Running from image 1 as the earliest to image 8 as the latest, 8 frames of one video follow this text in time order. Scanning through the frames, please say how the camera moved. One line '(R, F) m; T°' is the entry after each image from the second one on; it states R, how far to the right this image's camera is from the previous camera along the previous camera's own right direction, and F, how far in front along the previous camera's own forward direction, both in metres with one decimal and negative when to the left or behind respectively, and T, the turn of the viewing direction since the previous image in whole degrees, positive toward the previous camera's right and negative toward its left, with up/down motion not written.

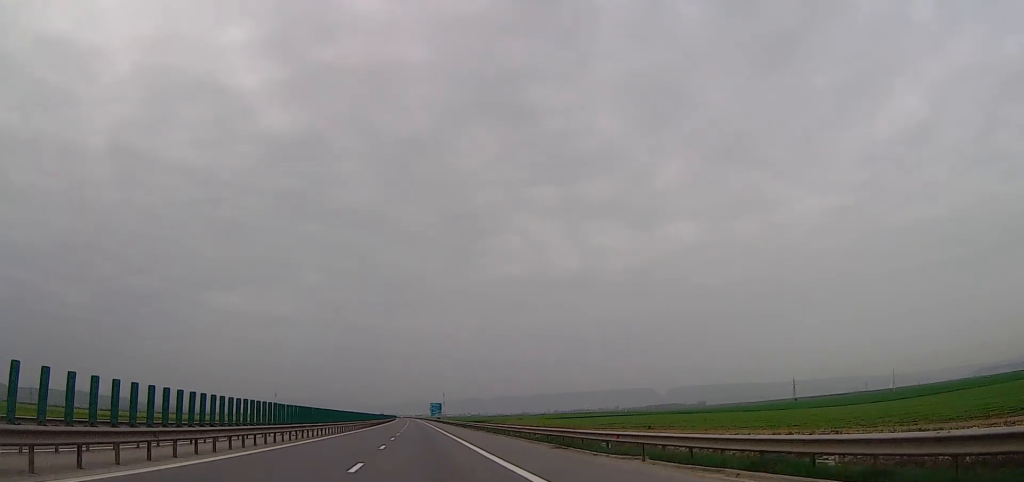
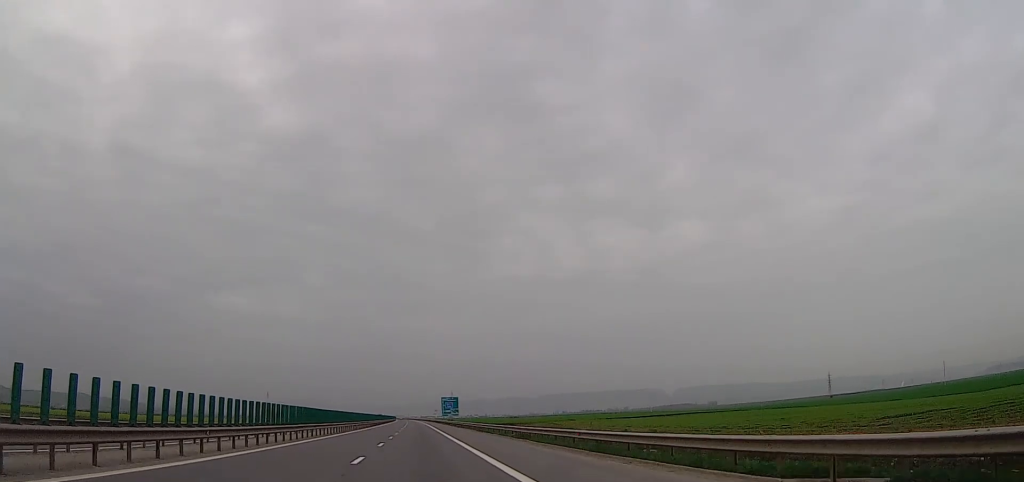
(+0.3, +80.6) m; 0°
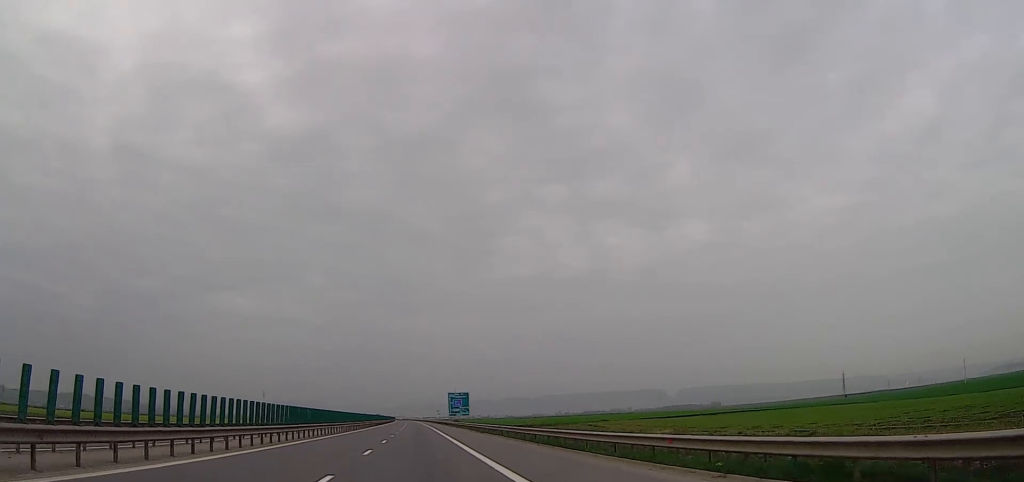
(0.0, +30.1) m; -1°
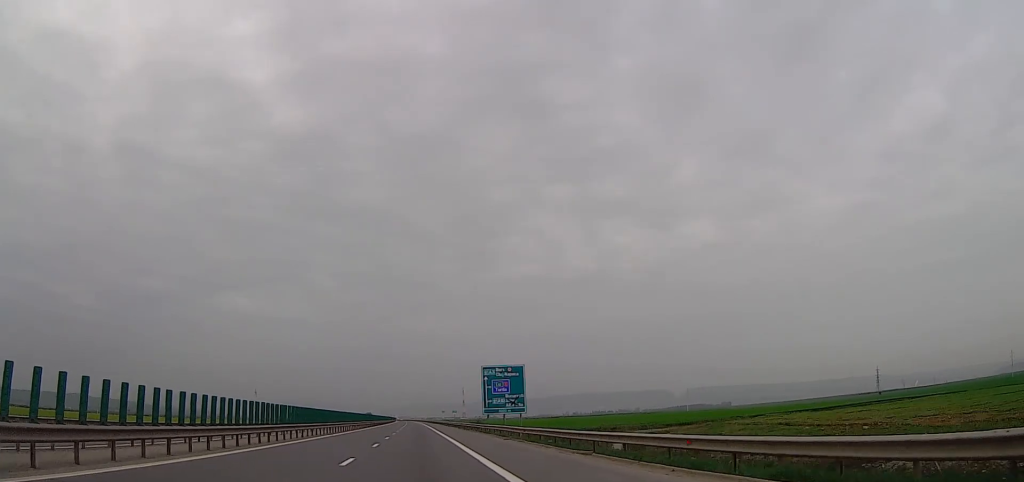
(-1.0, +65.3) m; -1°
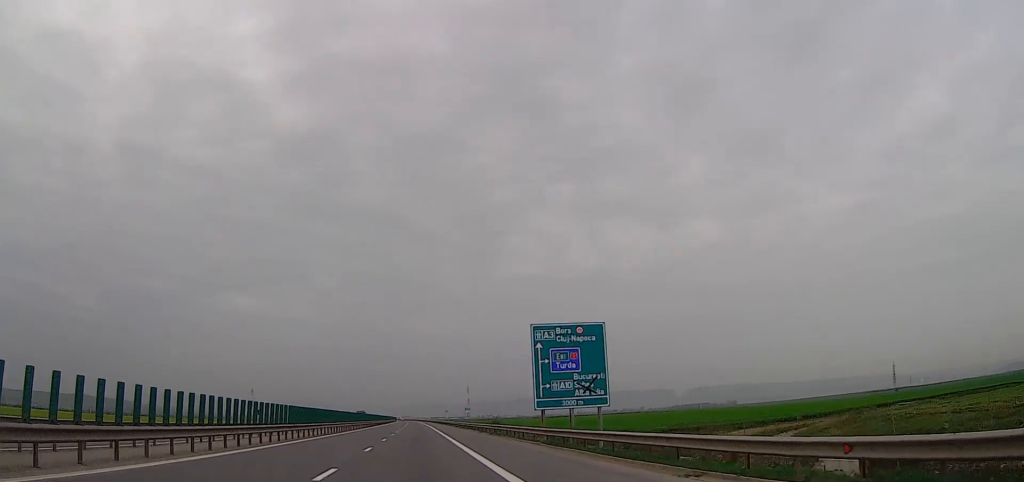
(0.0, +27.9) m; 0°
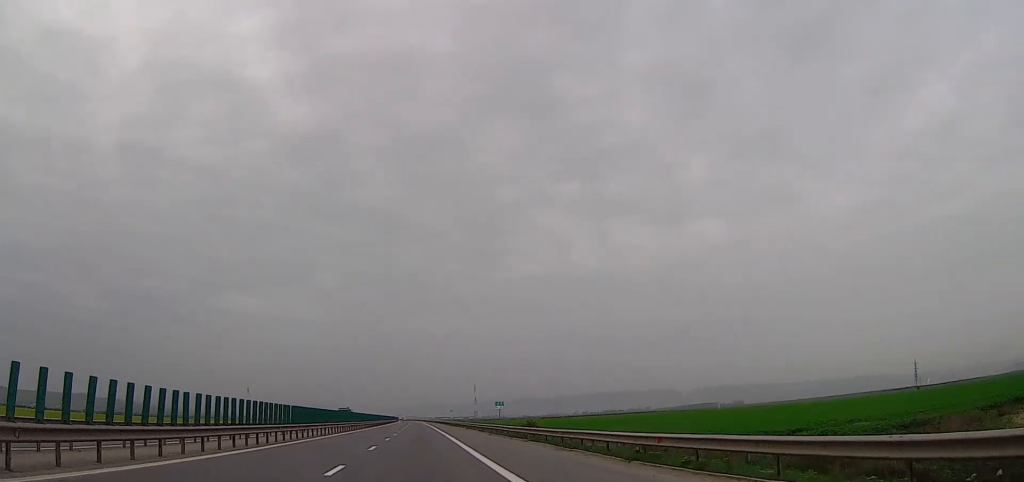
(+0.2, +34.6) m; 0°
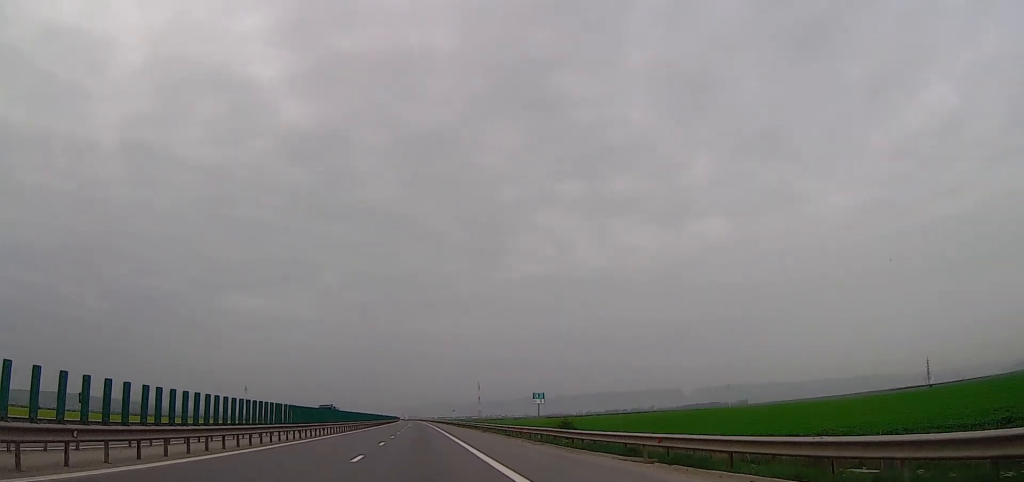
(+0.2, +21.4) m; 0°
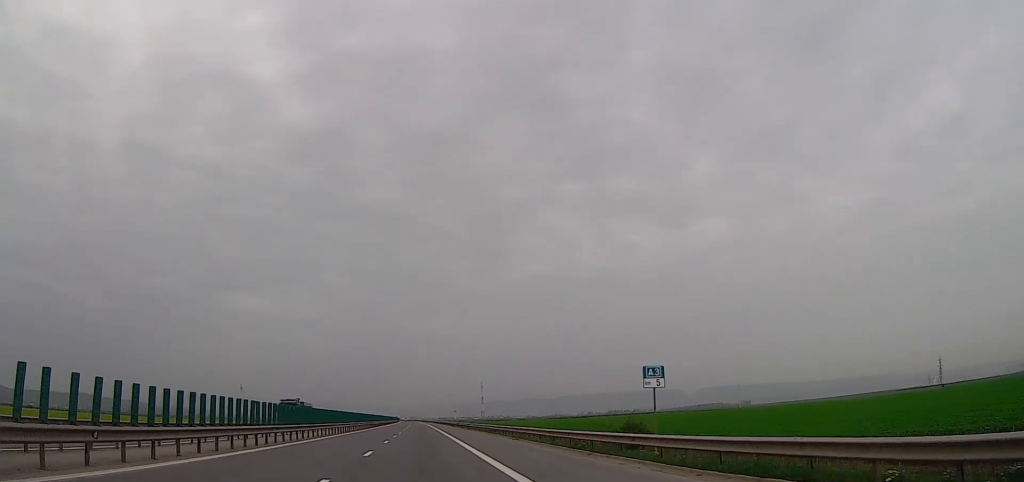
(-0.2, +19.2) m; -1°
